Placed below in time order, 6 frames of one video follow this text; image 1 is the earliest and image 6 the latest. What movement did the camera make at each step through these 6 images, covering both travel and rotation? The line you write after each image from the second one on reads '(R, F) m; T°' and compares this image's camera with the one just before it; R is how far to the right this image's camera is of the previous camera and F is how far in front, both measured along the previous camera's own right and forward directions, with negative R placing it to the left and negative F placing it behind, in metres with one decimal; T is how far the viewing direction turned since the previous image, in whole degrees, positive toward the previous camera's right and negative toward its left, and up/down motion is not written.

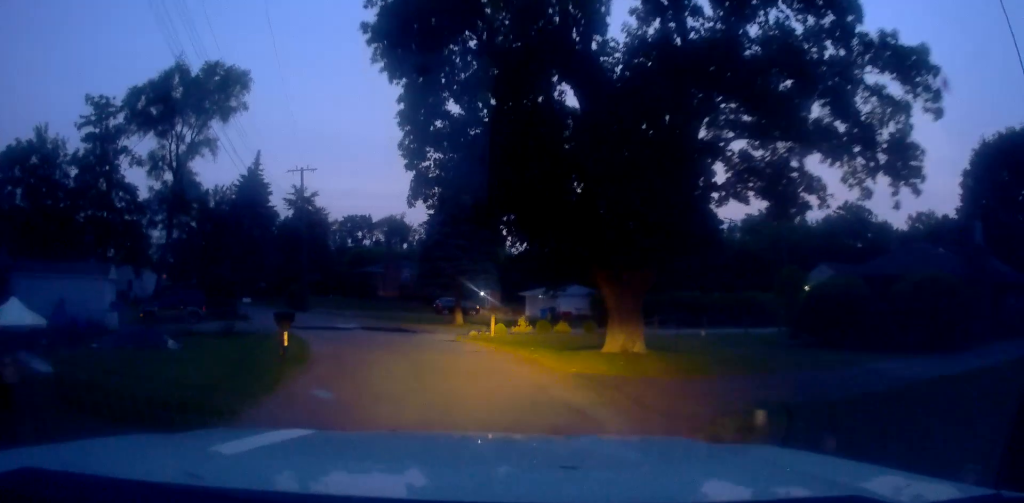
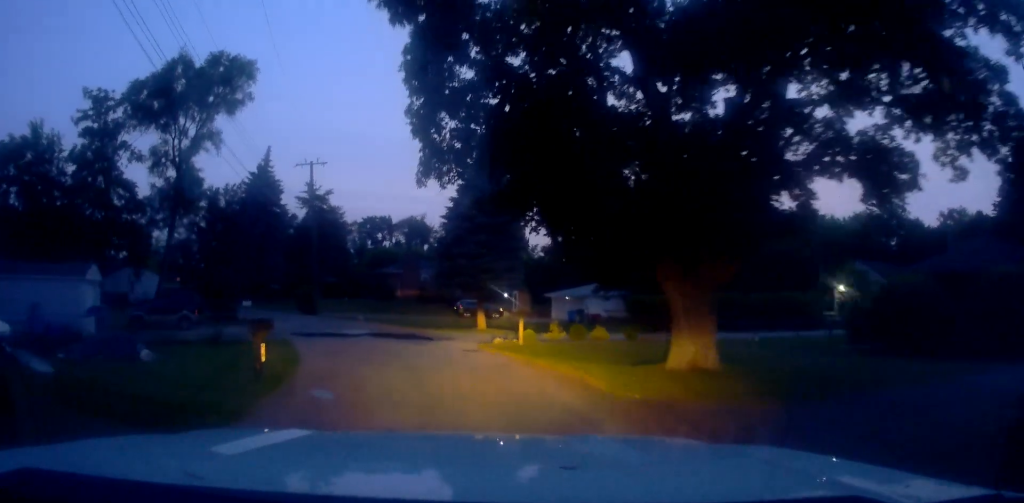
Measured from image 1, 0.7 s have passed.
(-0.2, +3.0) m; -1°
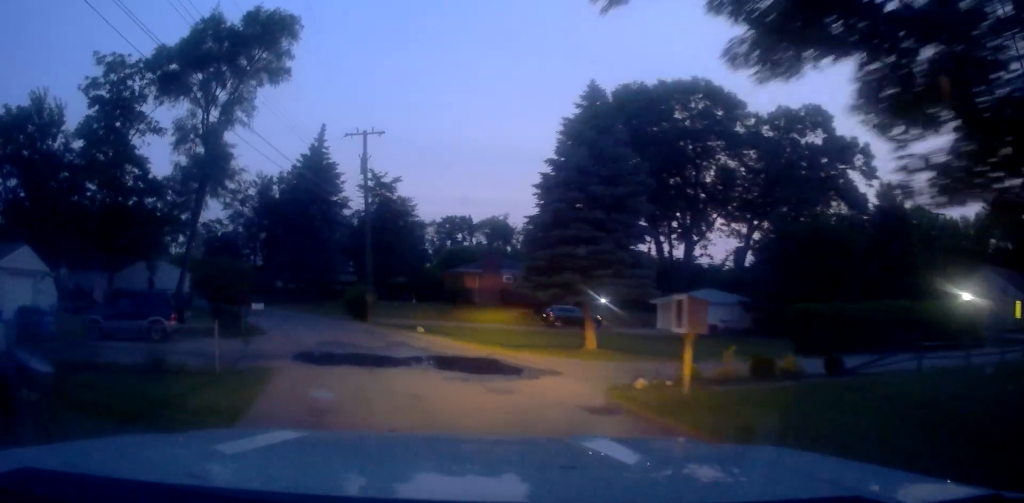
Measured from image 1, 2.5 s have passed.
(-0.1, +8.3) m; -3°
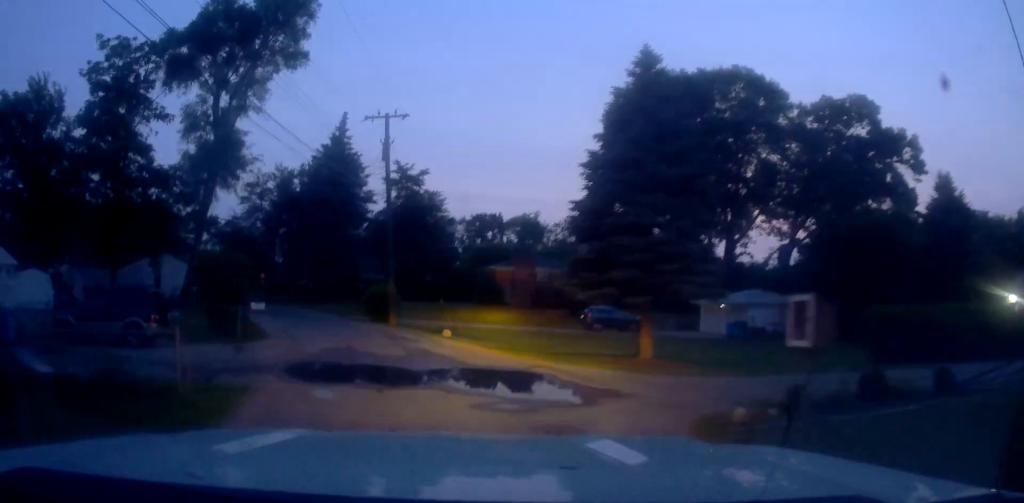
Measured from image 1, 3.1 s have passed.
(+0.1, +3.2) m; +1°
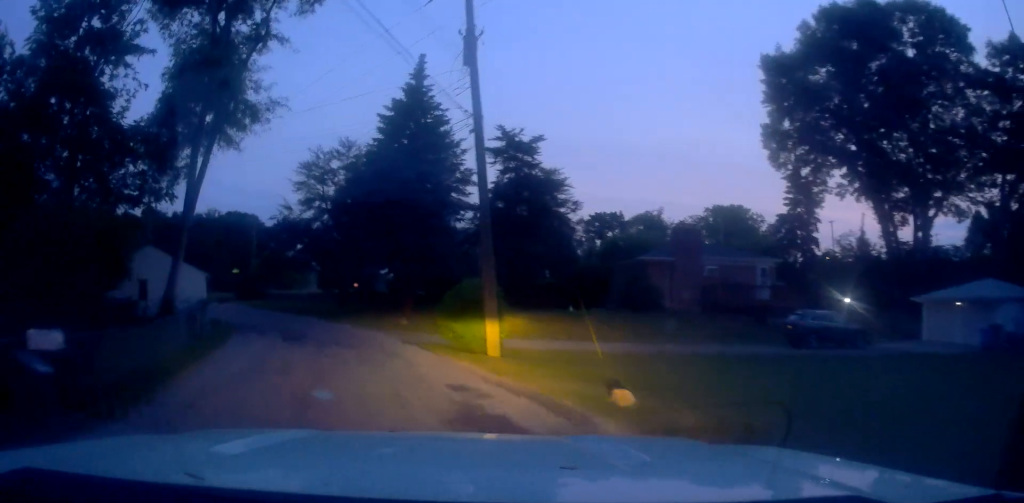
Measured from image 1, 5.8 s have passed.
(-1.9, +14.7) m; -15°
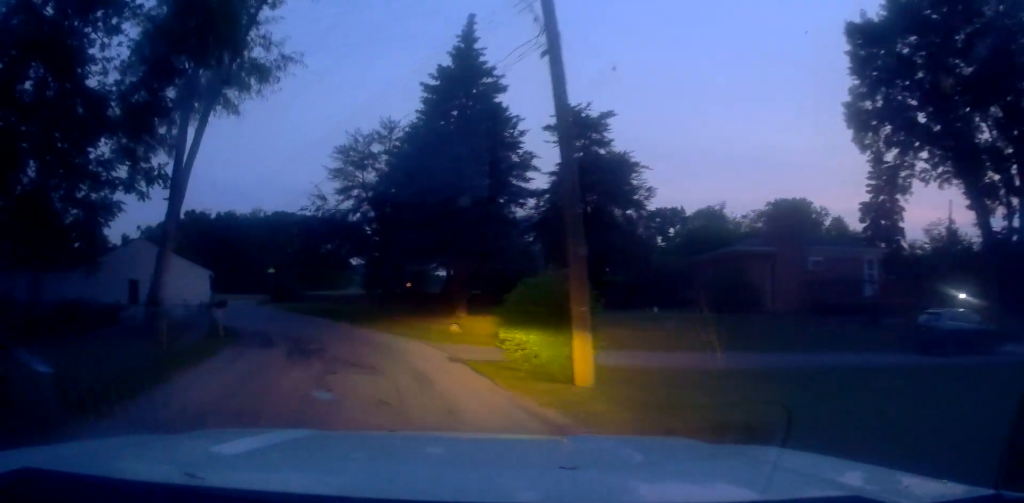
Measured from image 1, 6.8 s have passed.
(0.0, +5.8) m; 0°
